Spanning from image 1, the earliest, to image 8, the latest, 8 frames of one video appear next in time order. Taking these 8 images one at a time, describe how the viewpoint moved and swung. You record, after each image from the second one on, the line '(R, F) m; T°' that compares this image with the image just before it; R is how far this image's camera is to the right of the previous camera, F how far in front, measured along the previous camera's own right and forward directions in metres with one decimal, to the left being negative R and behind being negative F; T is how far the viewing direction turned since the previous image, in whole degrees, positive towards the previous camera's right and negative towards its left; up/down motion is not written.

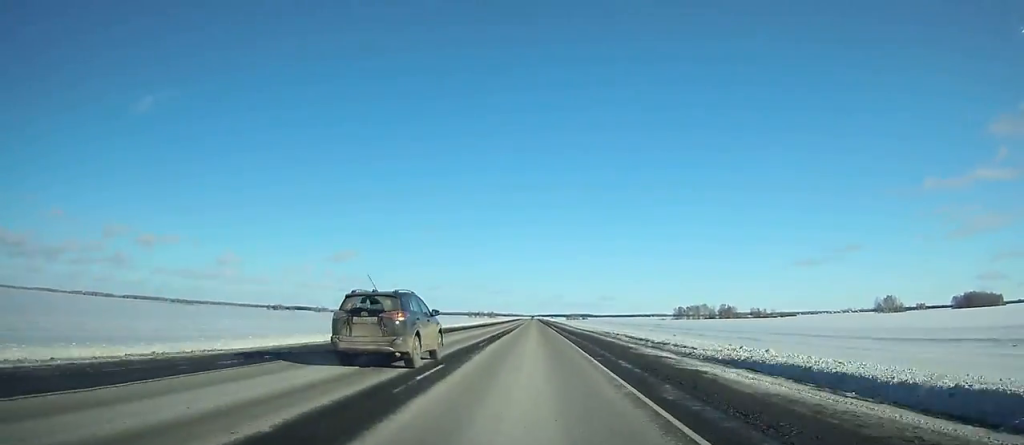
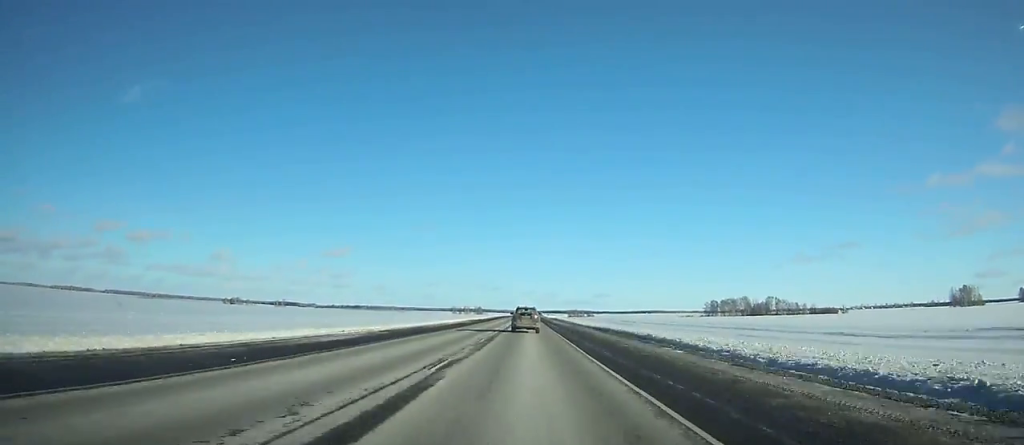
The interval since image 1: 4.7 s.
(+0.1, +129.6) m; 0°
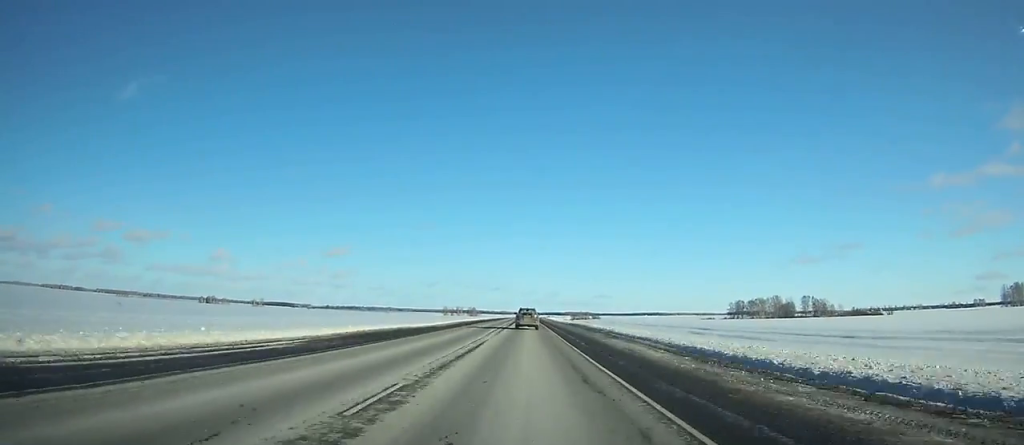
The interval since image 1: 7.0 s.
(0.0, +65.9) m; 0°
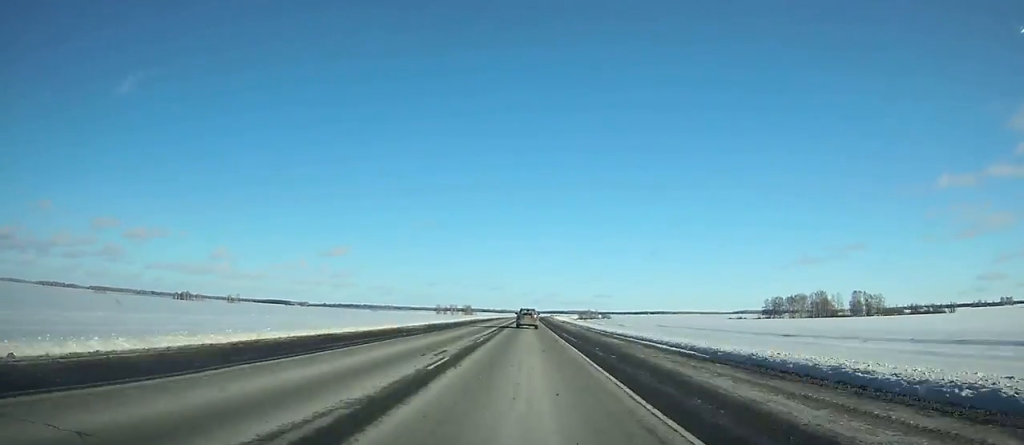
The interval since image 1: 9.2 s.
(-0.2, +64.2) m; 0°
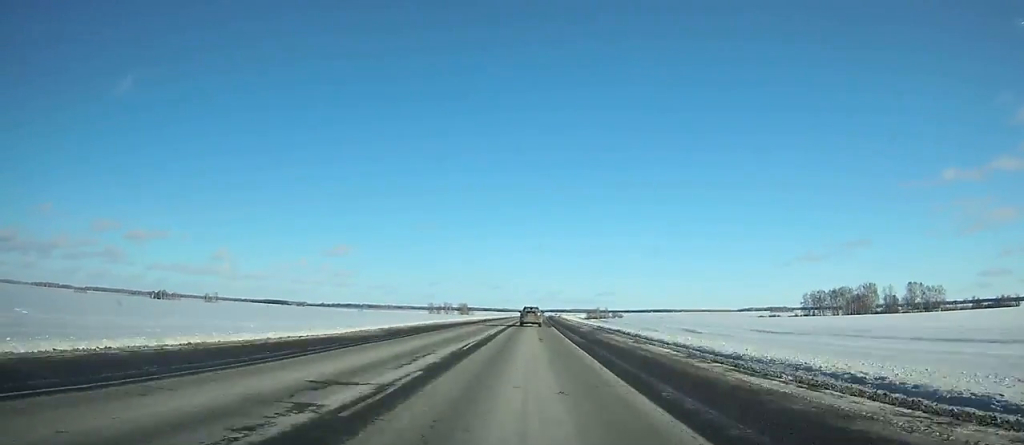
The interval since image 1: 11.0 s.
(-0.1, +52.9) m; 0°
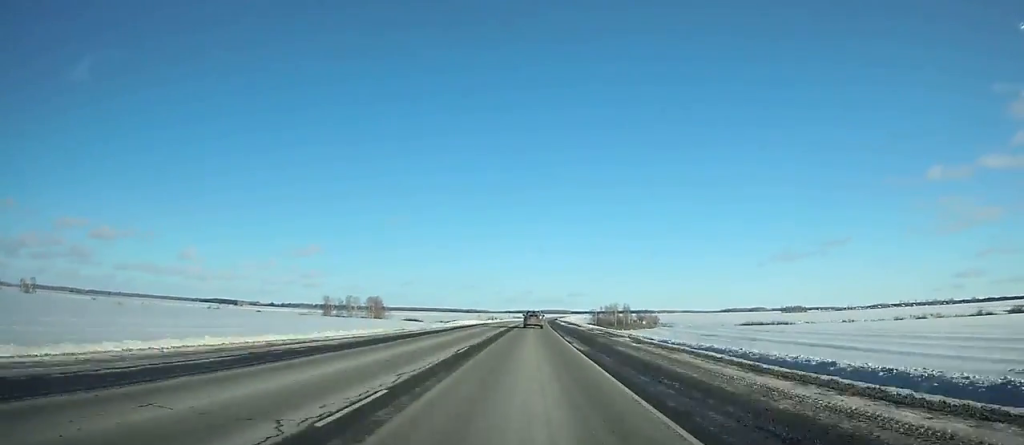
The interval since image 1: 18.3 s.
(+4.2, +217.8) m; +3°
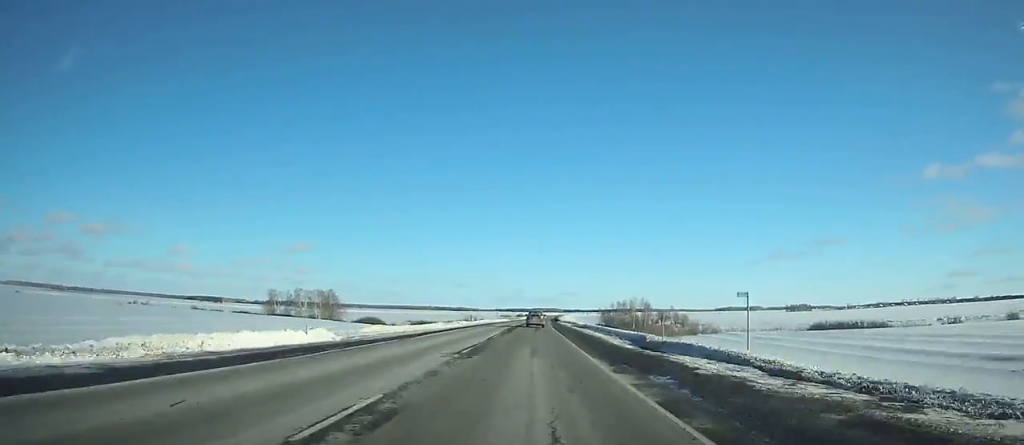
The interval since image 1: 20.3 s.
(+0.5, +60.4) m; +1°
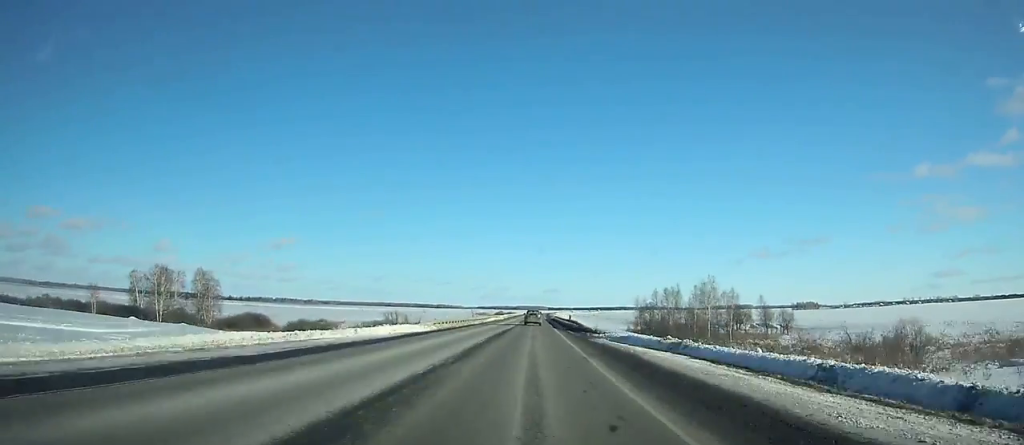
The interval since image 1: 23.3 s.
(+1.3, +91.9) m; +1°
